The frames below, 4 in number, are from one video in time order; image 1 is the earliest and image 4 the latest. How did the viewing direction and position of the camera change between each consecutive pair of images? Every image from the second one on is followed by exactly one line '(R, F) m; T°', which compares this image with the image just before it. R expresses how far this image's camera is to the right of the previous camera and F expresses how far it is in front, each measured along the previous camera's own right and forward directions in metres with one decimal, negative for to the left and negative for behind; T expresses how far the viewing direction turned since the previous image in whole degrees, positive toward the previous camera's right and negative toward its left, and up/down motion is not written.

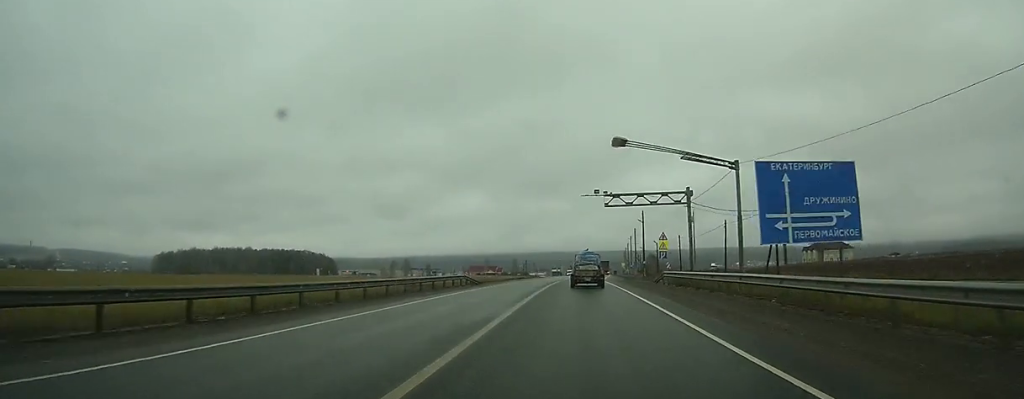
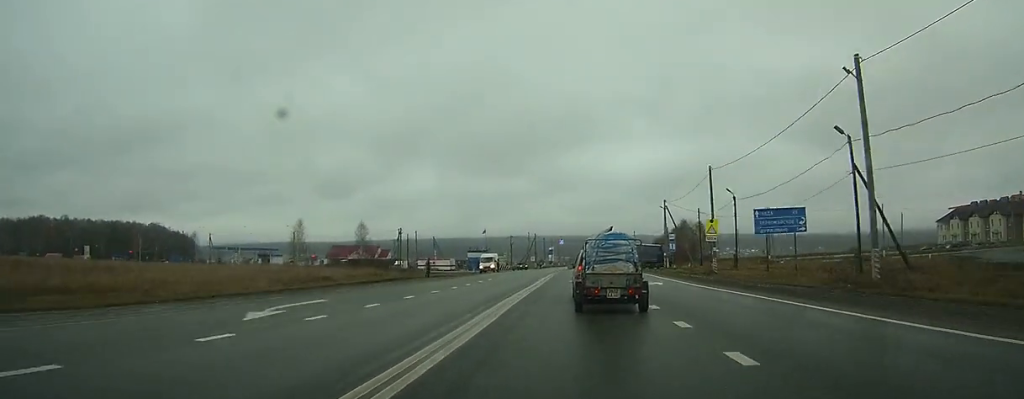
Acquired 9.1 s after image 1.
(+3.9, +176.6) m; +3°
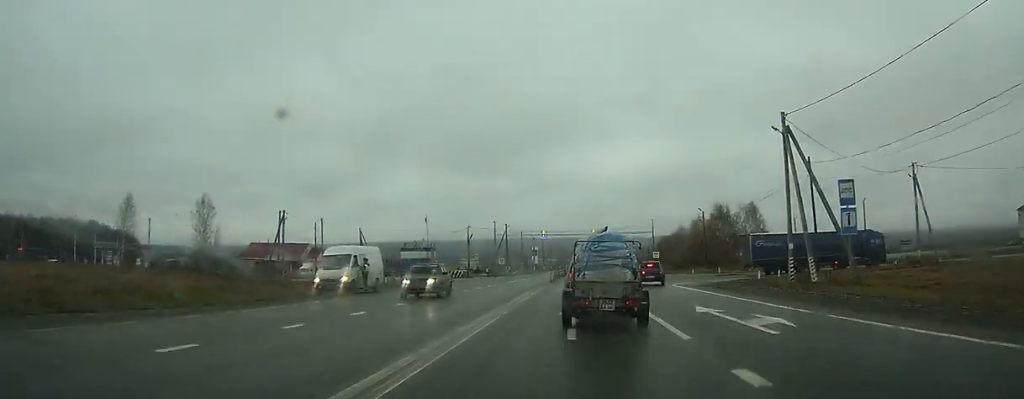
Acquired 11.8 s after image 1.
(+0.3, +48.9) m; +1°
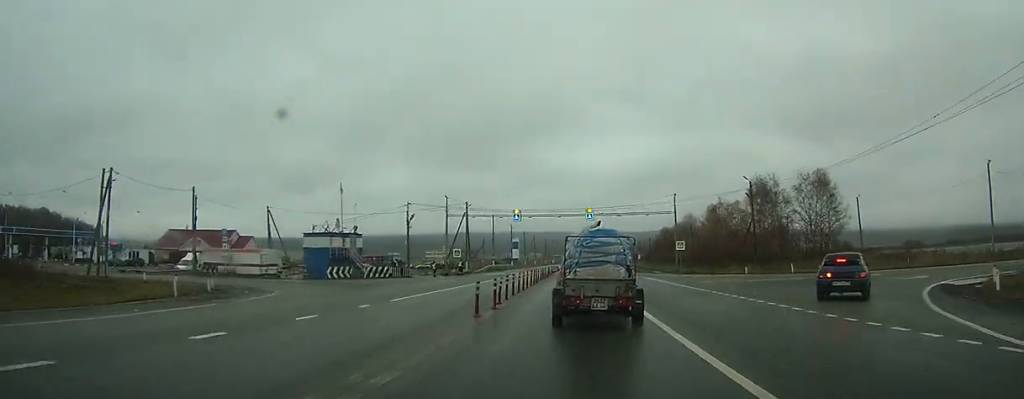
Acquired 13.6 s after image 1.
(+0.1, +31.3) m; +1°
